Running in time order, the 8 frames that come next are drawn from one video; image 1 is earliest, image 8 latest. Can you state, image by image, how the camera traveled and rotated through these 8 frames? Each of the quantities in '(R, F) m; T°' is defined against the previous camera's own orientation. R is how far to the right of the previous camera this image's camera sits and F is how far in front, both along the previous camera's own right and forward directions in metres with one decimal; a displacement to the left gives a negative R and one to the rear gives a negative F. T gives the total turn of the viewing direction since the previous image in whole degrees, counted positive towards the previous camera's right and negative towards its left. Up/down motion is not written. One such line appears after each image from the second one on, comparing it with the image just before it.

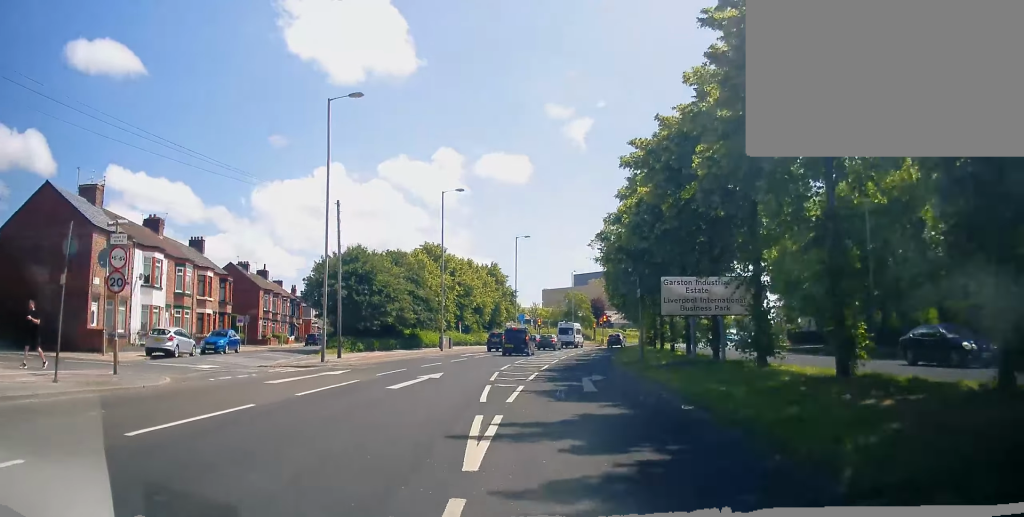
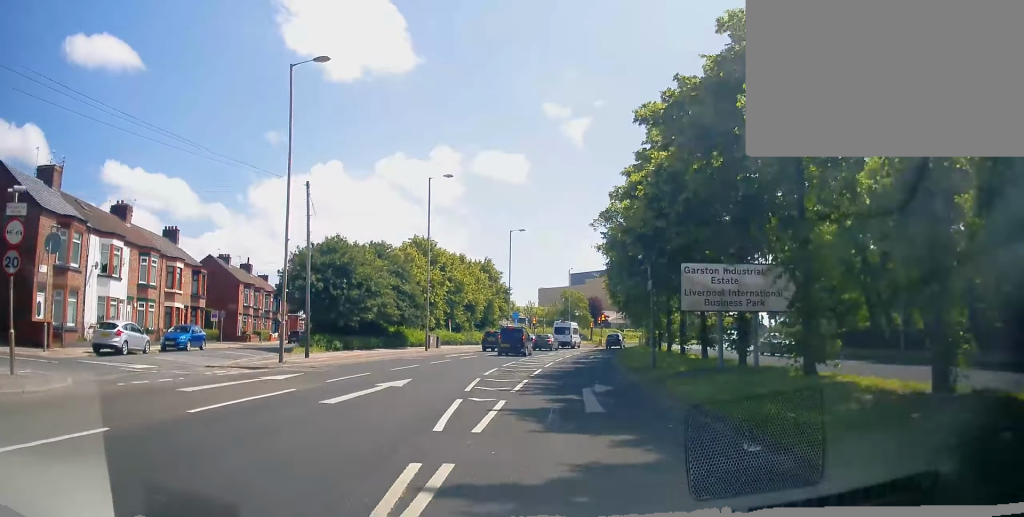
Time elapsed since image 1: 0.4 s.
(+0.1, +3.7) m; 0°
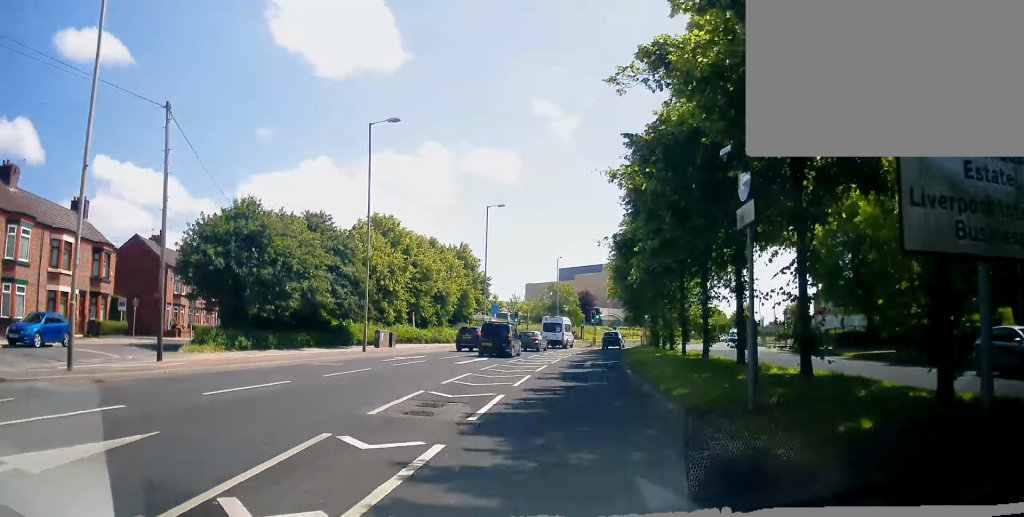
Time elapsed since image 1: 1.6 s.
(+0.1, +10.9) m; +1°
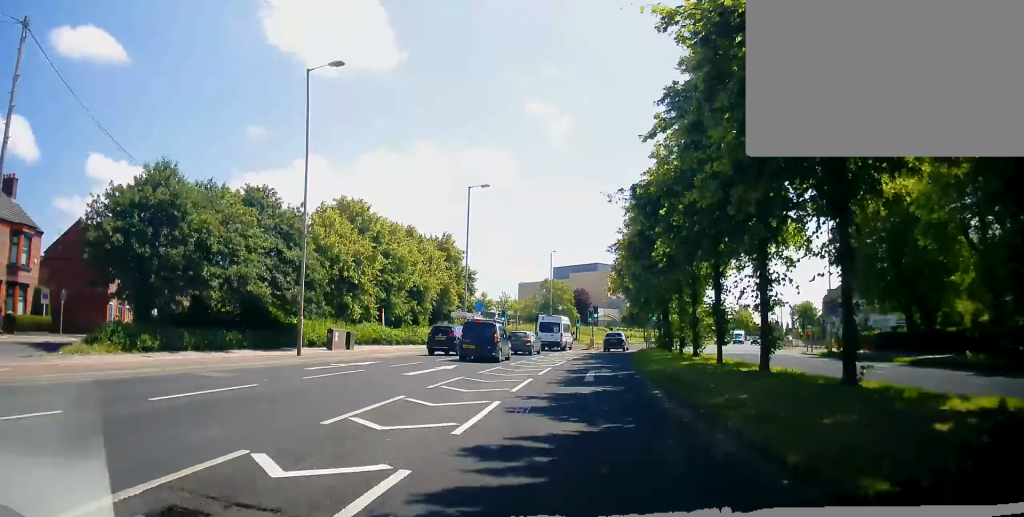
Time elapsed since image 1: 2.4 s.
(+0.1, +7.2) m; +2°
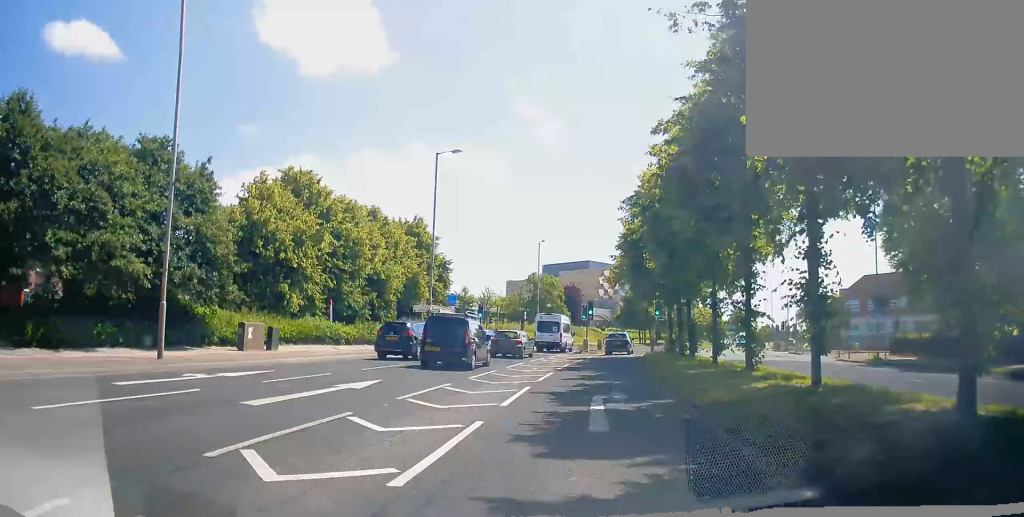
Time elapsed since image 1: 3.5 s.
(+0.2, +8.6) m; +2°
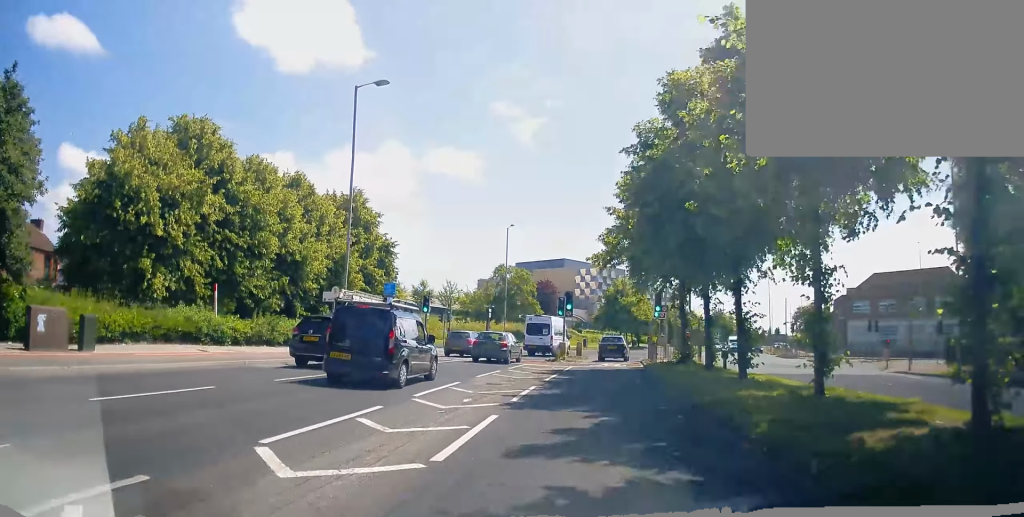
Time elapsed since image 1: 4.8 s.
(+0.1, +10.8) m; +1°
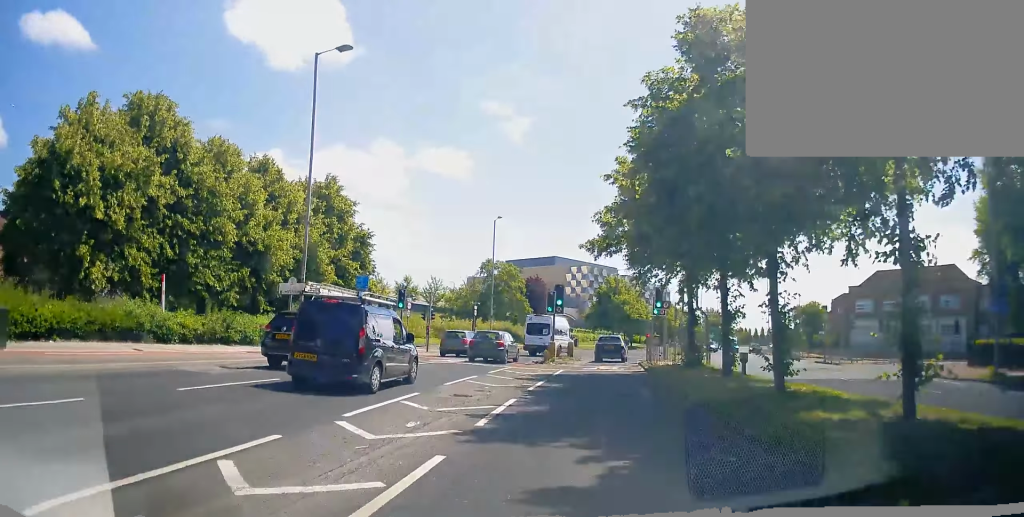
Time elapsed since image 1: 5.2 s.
(0.0, +3.5) m; 0°
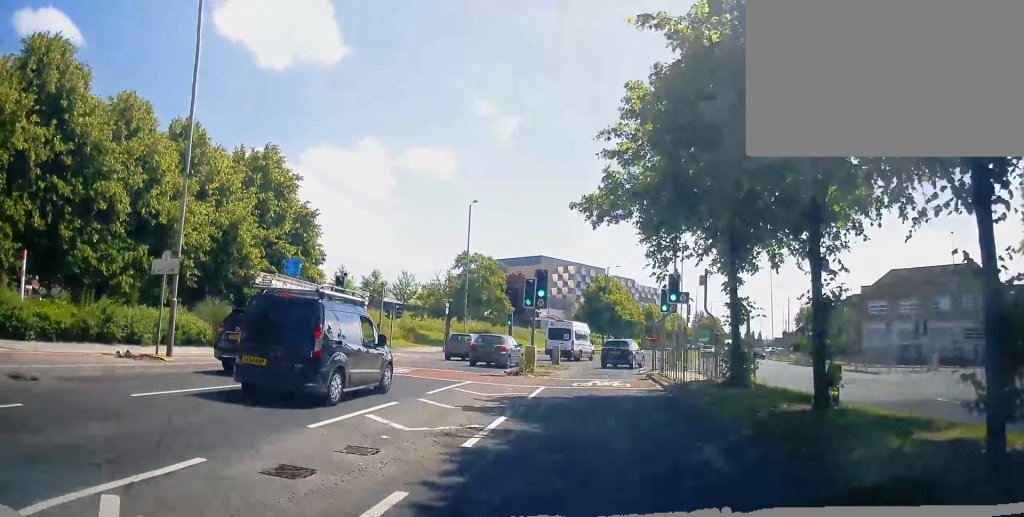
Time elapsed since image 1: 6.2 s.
(0.0, +7.4) m; +2°
